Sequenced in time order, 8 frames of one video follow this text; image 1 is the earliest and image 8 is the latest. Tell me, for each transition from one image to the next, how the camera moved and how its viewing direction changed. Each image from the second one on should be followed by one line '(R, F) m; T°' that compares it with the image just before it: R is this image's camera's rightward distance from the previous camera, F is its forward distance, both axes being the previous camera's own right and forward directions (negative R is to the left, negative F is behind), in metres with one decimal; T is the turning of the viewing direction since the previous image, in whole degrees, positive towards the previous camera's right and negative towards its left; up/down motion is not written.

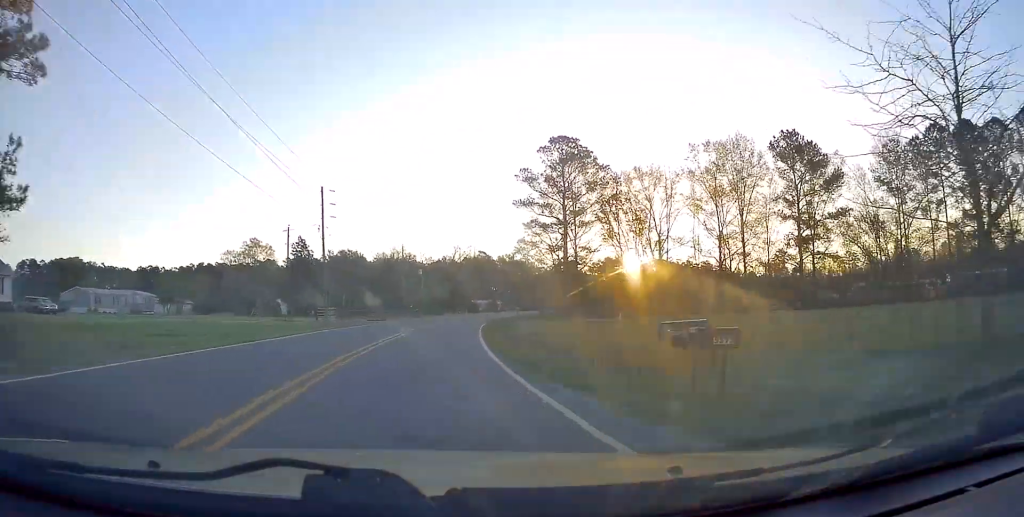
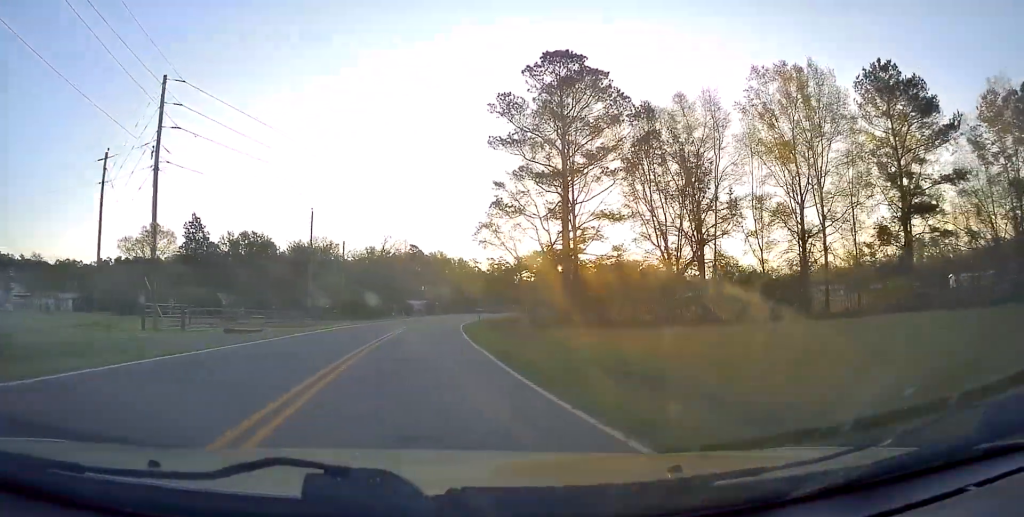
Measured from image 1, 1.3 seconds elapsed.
(+1.1, +27.1) m; +5°
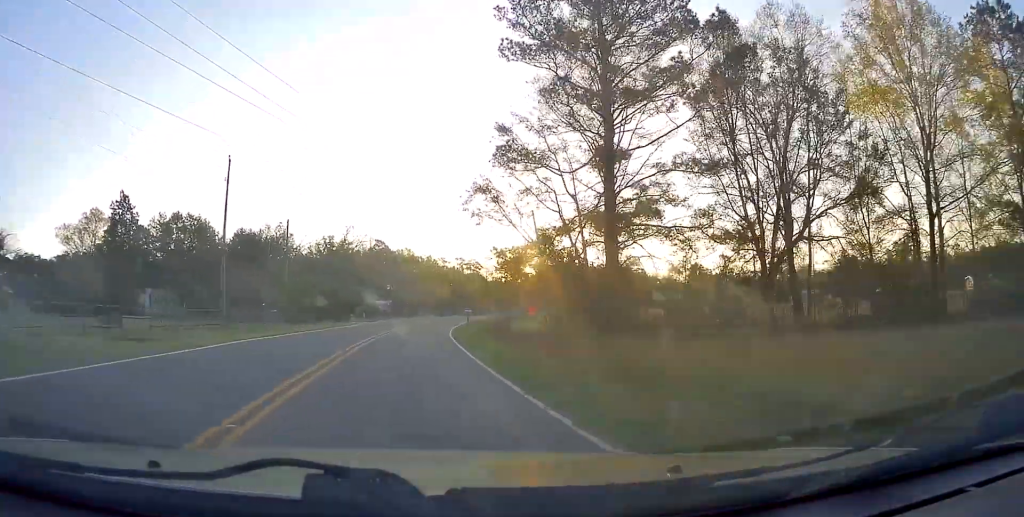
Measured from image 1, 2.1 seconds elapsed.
(+0.4, +16.1) m; +3°
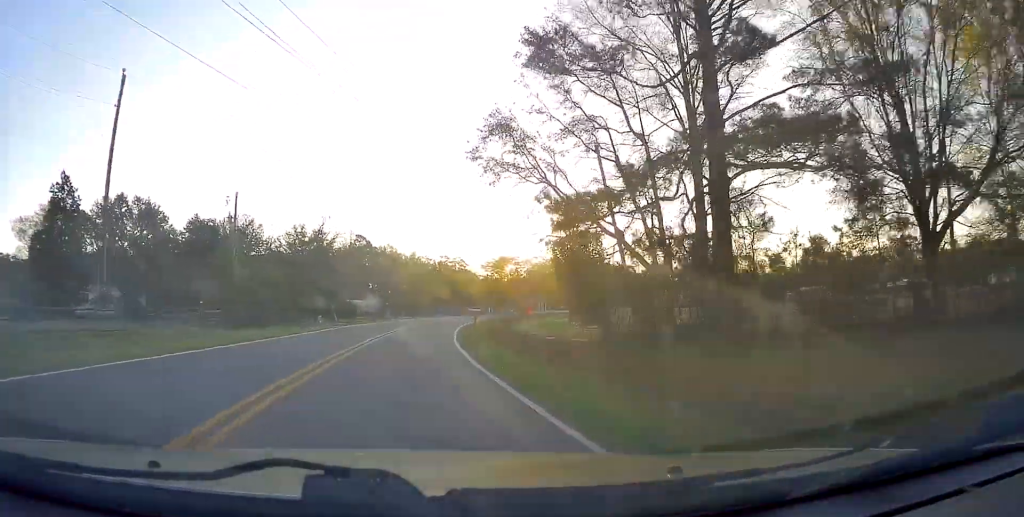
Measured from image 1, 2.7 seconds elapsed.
(+0.1, +11.8) m; +2°
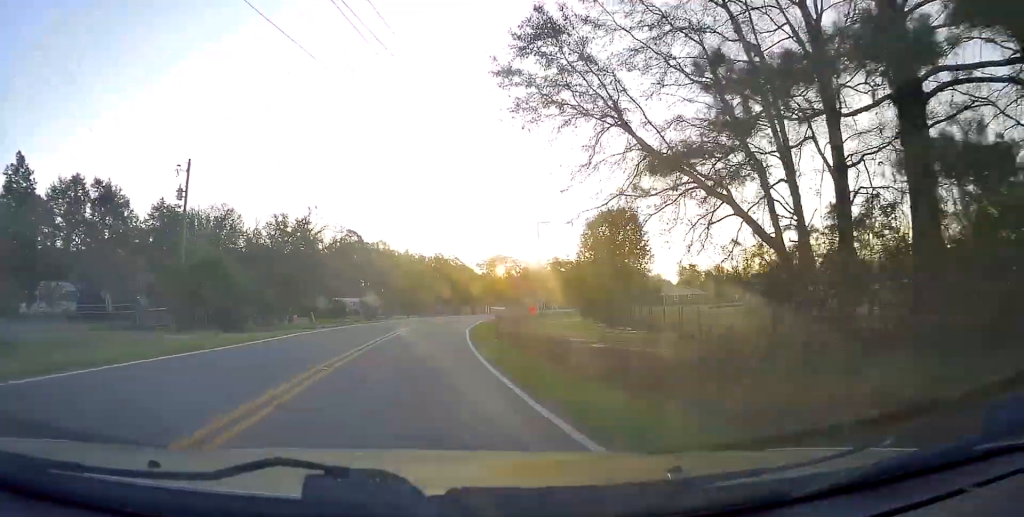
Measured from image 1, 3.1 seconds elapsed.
(+0.3, +8.4) m; +2°
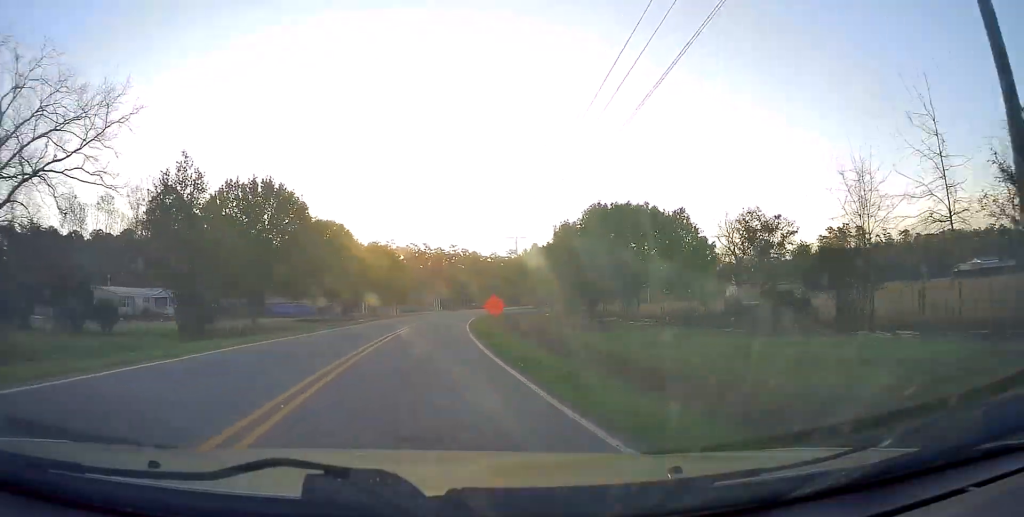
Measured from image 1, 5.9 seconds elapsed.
(+7.6, +55.9) m; +13°
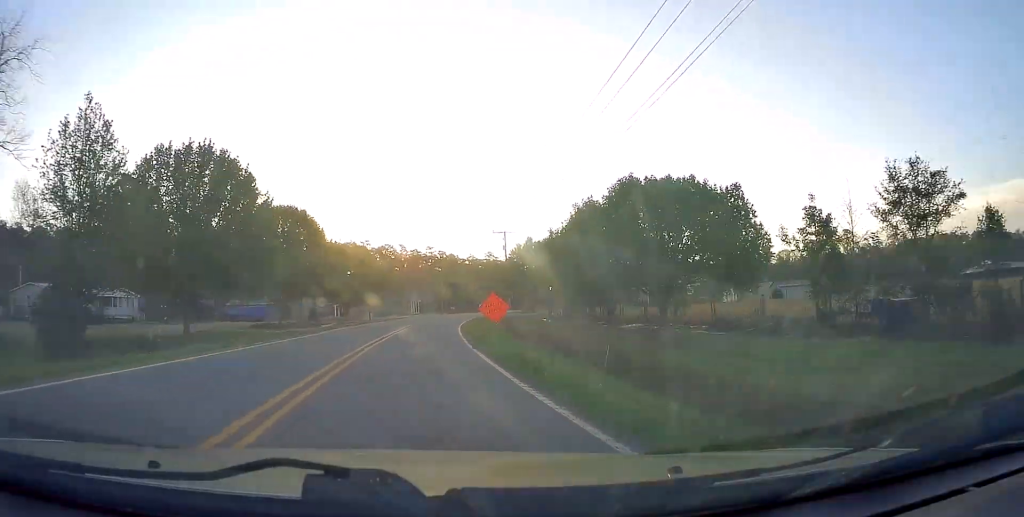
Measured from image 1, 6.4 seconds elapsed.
(-0.1, +9.4) m; +1°
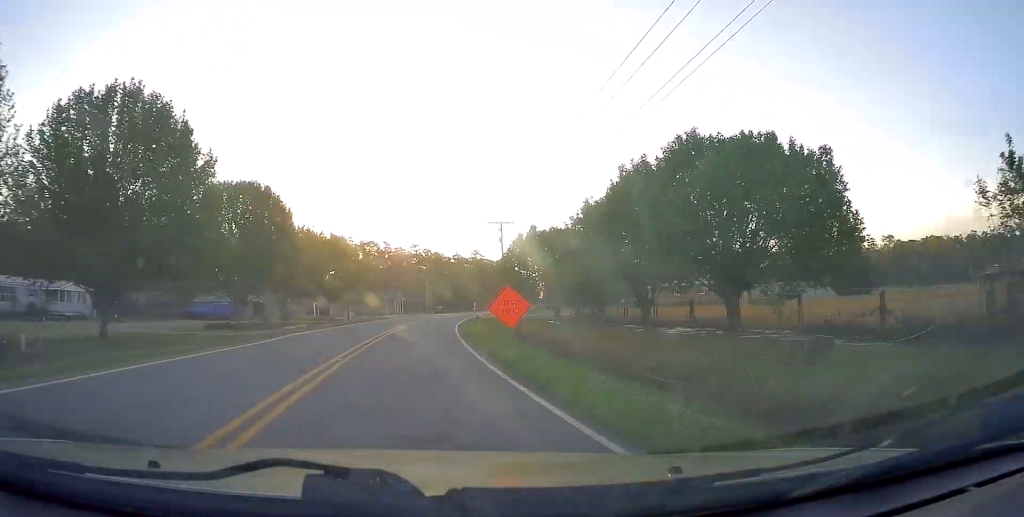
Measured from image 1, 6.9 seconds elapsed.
(+0.1, +8.4) m; +2°
